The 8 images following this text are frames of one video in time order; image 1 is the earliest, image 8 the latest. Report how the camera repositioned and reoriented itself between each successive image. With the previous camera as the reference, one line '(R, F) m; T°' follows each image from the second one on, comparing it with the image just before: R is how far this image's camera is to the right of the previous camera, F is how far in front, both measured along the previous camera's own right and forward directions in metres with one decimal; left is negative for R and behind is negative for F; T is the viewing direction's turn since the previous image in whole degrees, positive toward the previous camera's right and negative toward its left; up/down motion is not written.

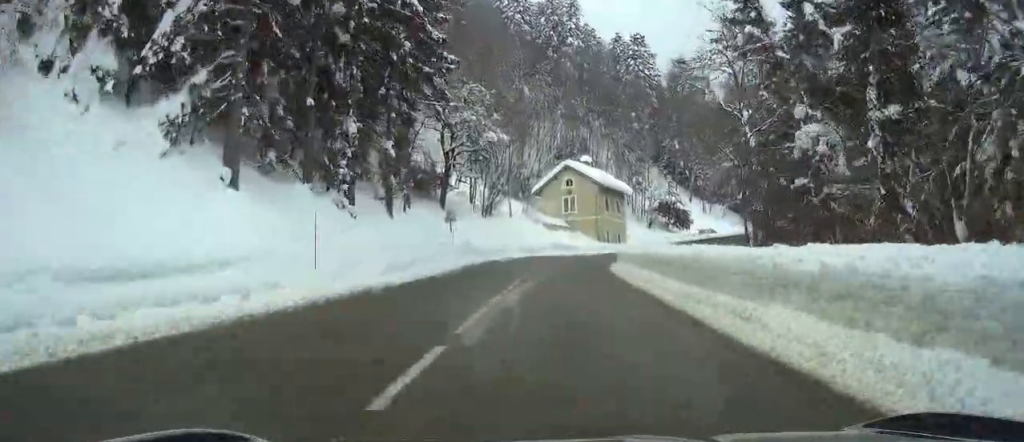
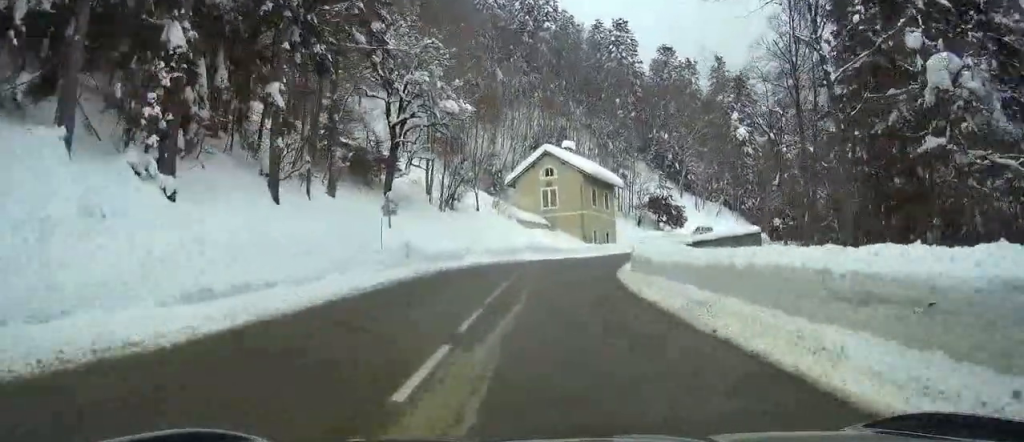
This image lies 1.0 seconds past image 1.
(+0.5, +12.0) m; +4°
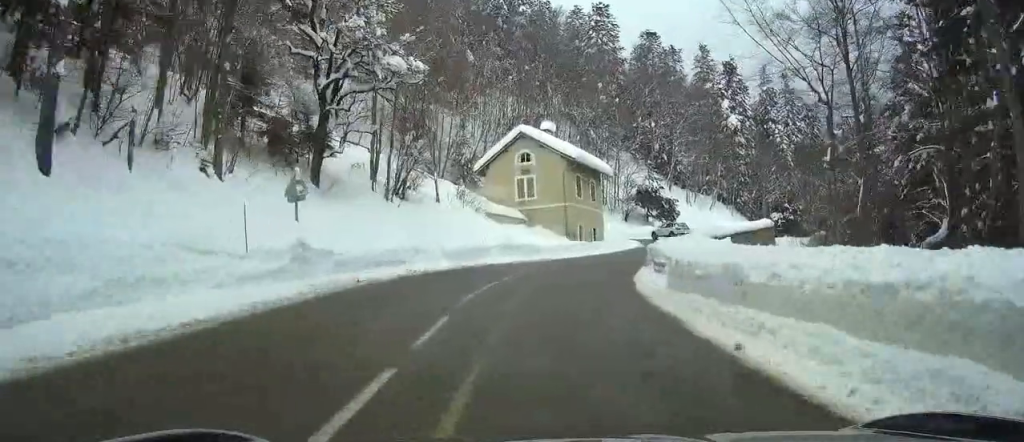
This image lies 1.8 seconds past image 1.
(+0.2, +9.7) m; +3°
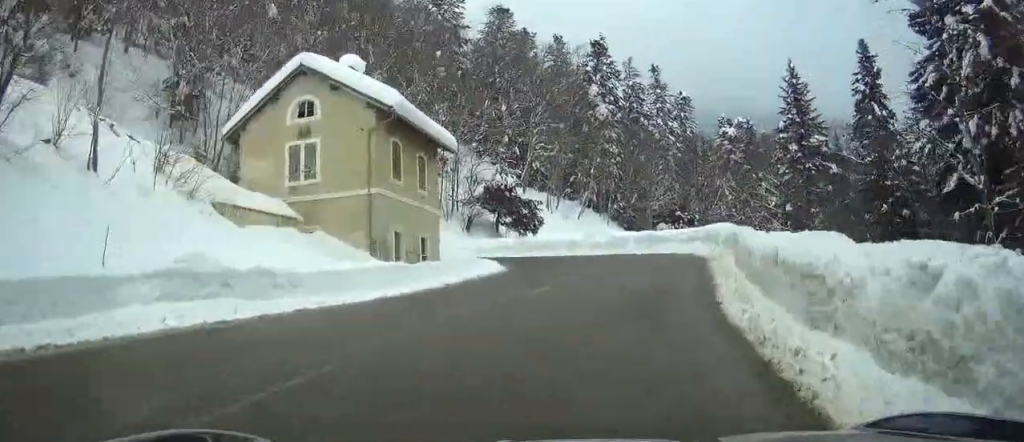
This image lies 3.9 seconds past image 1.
(+2.4, +24.1) m; +15°
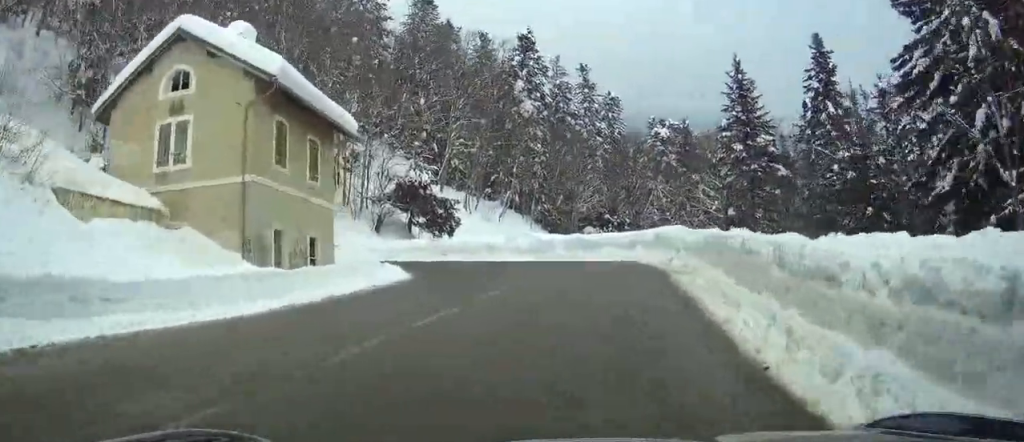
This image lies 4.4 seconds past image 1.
(+0.2, +5.8) m; +5°
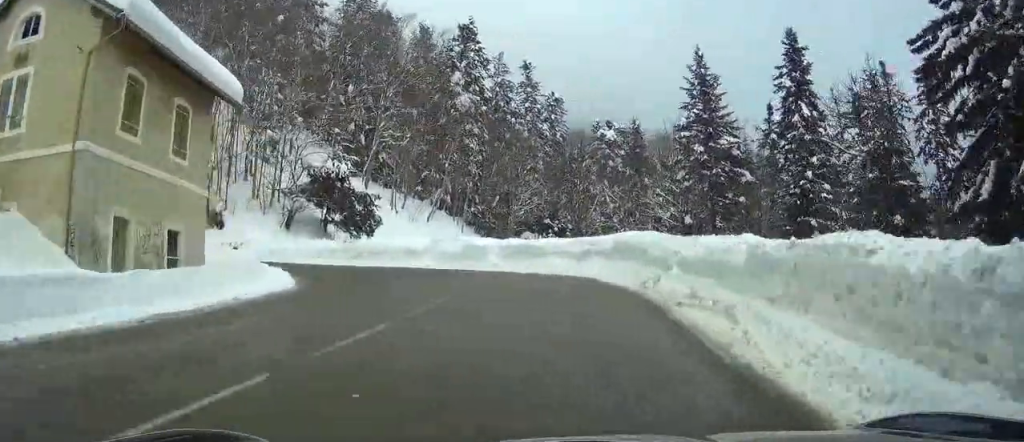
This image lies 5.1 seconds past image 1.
(+0.5, +6.8) m; +3°
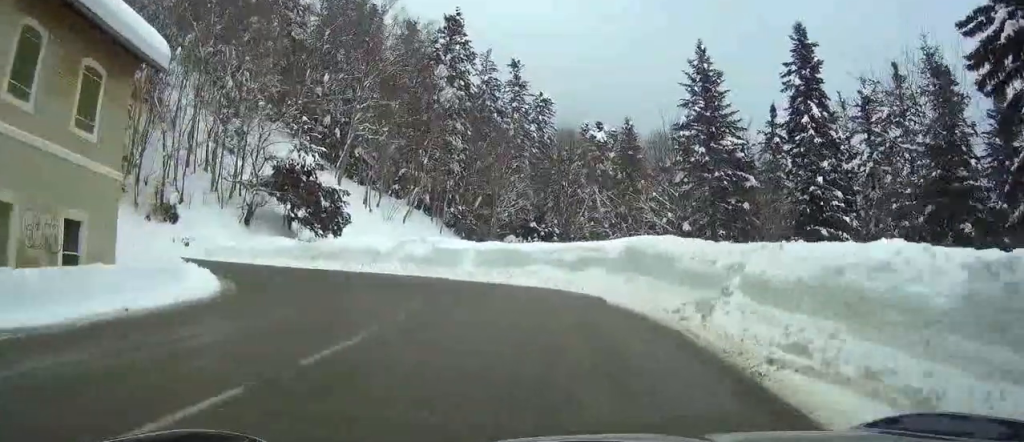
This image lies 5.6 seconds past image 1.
(+0.1, +4.6) m; +1°
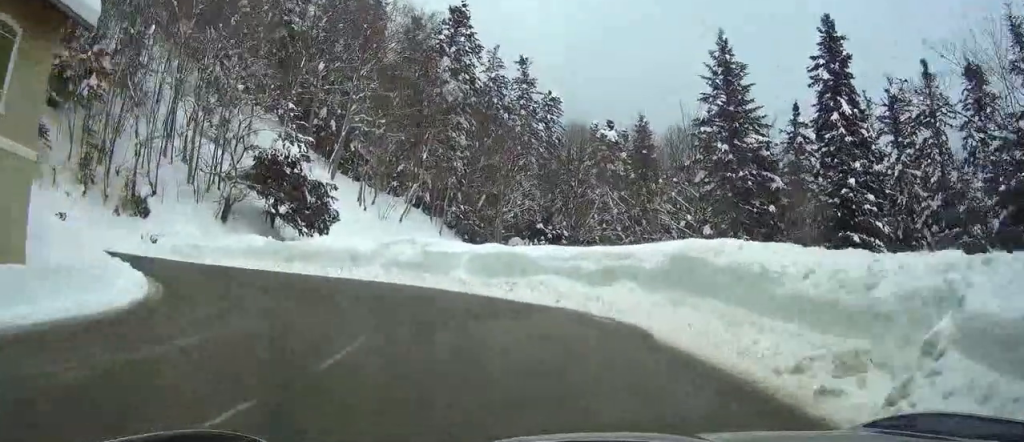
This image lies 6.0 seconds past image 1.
(0.0, +4.6) m; -2°
